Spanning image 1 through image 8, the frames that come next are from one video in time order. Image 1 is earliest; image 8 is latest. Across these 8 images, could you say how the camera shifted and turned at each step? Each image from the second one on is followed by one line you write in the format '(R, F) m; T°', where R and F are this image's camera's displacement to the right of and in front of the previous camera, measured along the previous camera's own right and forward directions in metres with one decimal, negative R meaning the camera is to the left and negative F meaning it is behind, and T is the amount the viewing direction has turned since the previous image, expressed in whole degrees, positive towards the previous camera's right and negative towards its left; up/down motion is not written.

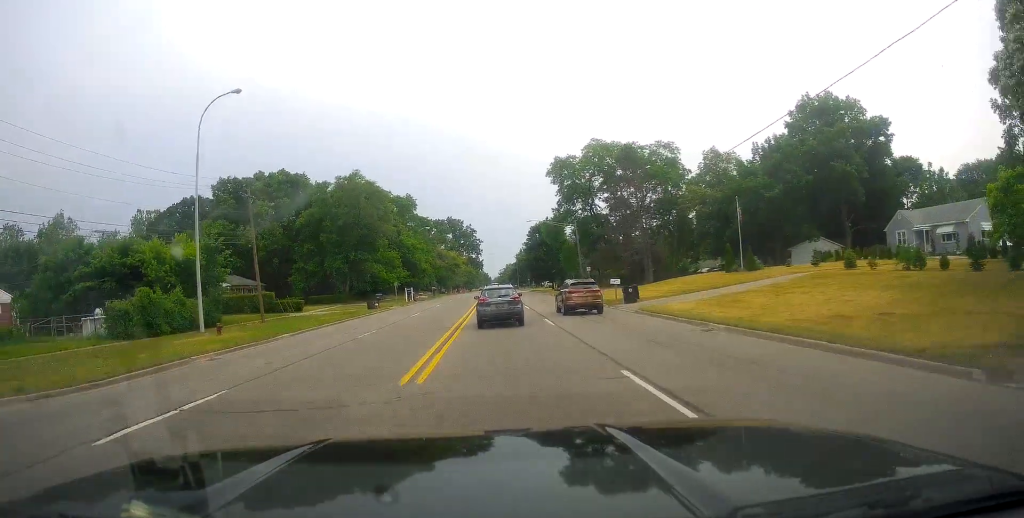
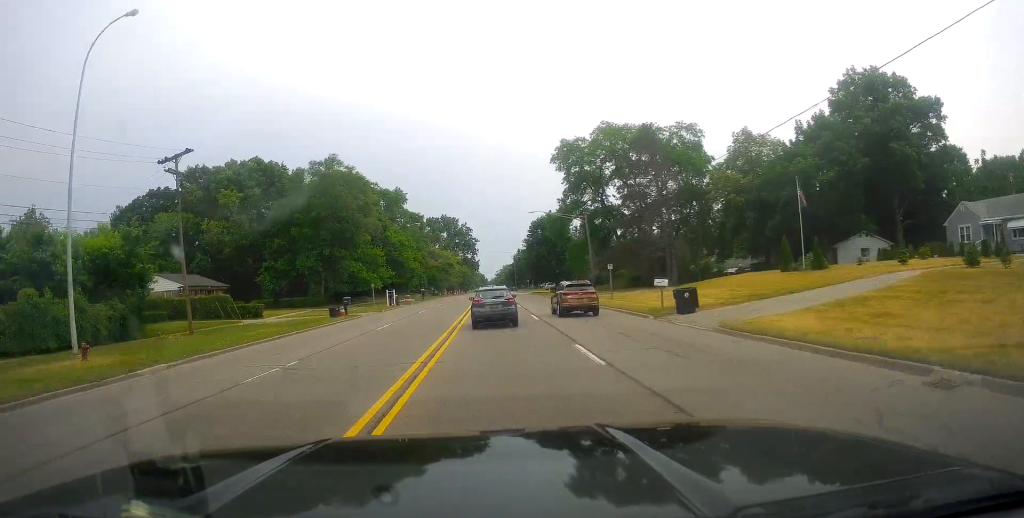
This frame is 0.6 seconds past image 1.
(+0.2, +10.2) m; 0°
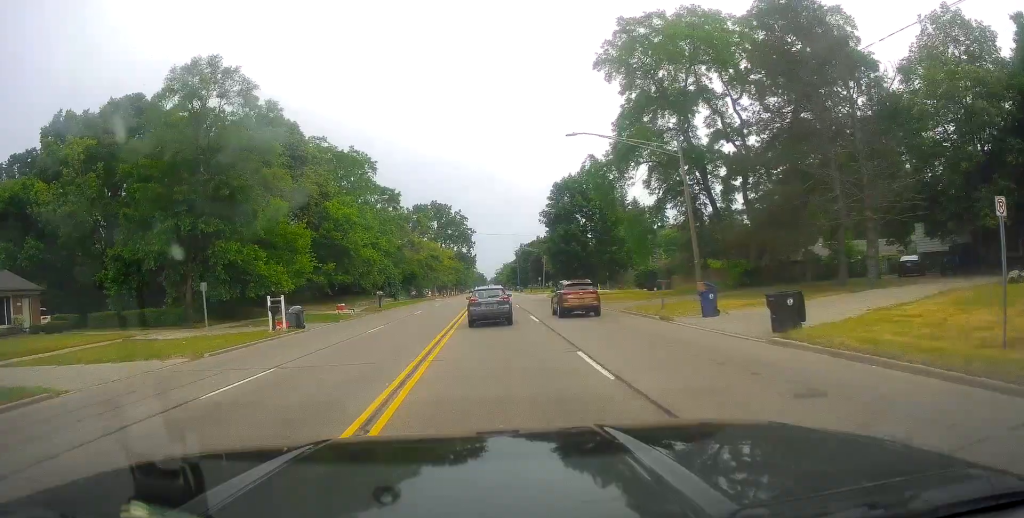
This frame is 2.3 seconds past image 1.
(+0.1, +31.7) m; +1°
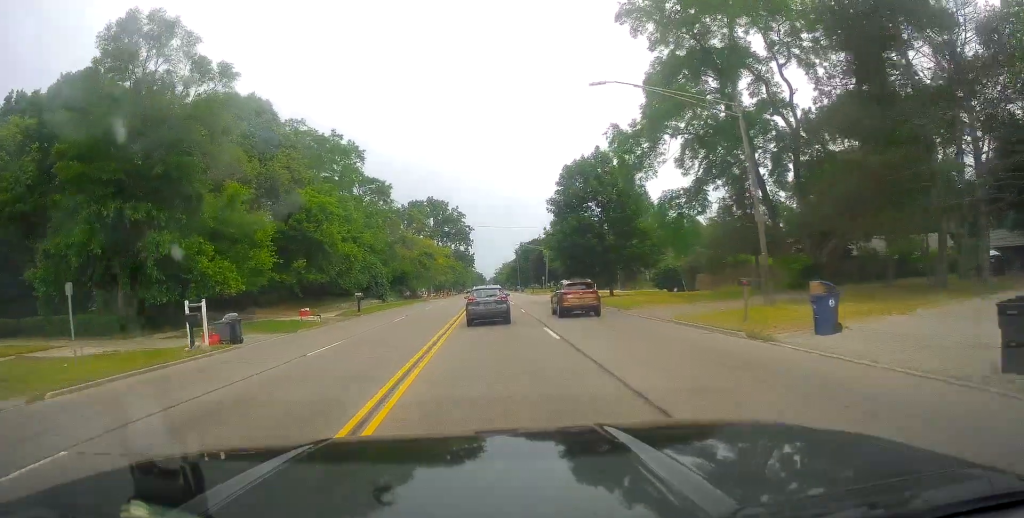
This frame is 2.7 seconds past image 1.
(-0.1, +8.0) m; 0°
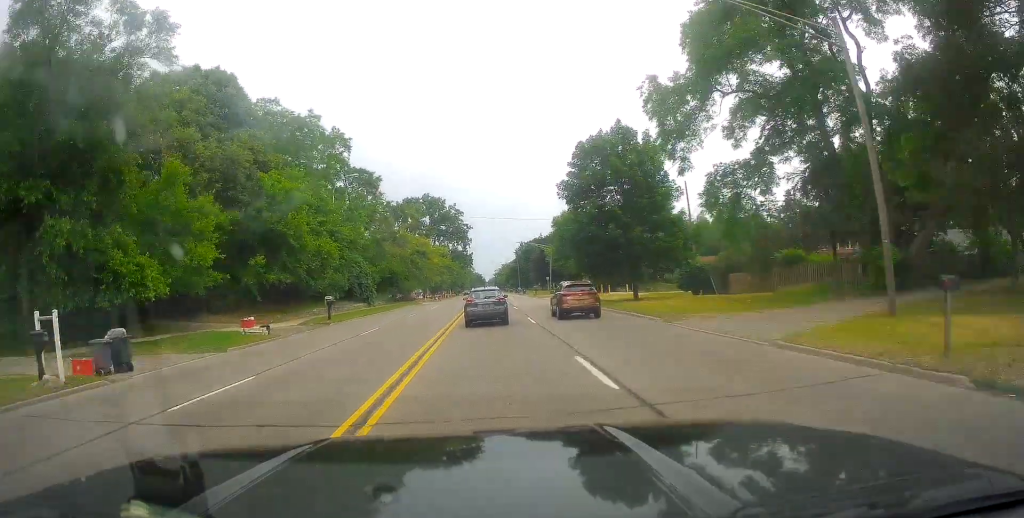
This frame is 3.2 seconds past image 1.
(-0.2, +8.1) m; 0°
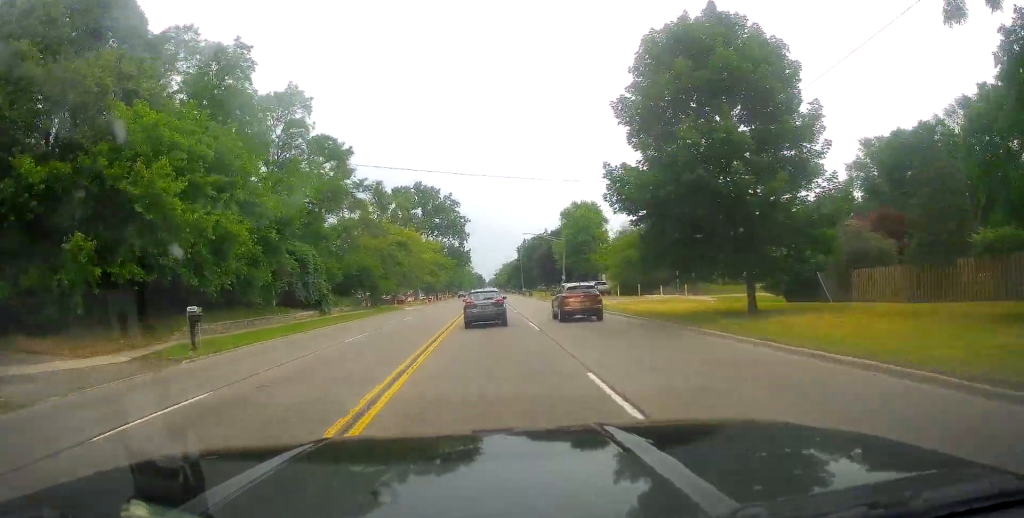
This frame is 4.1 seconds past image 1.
(+0.2, +17.5) m; -1°
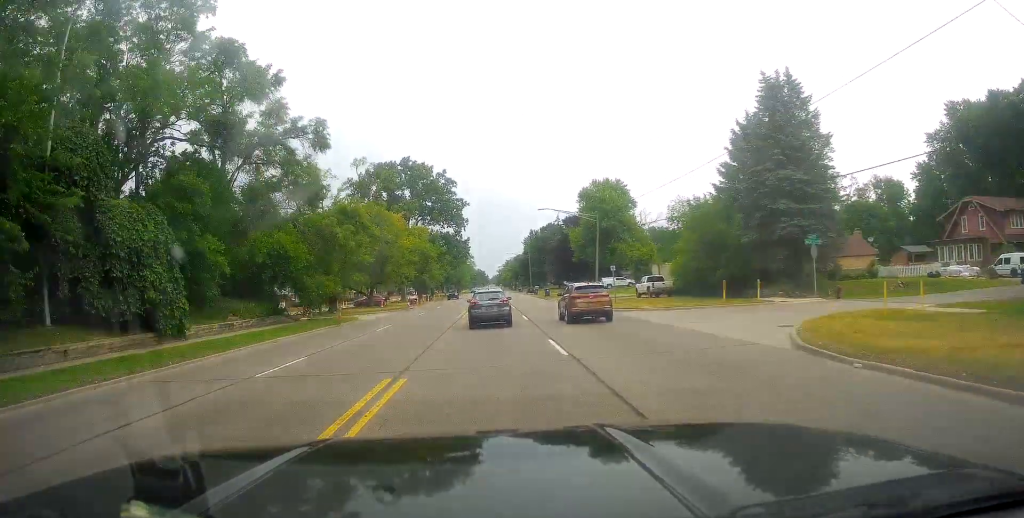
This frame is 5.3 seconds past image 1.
(-0.7, +23.4) m; 0°
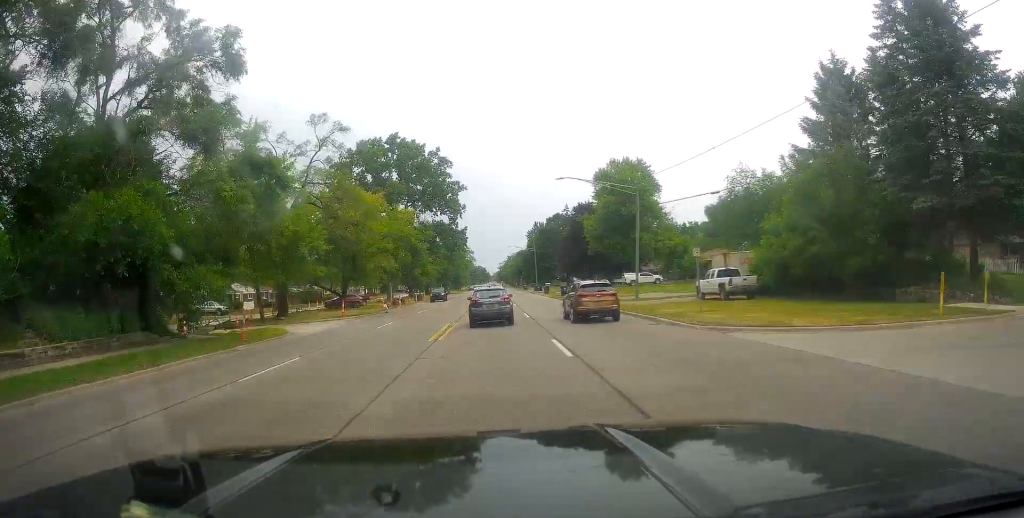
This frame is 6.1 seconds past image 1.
(+0.6, +15.3) m; +2°
